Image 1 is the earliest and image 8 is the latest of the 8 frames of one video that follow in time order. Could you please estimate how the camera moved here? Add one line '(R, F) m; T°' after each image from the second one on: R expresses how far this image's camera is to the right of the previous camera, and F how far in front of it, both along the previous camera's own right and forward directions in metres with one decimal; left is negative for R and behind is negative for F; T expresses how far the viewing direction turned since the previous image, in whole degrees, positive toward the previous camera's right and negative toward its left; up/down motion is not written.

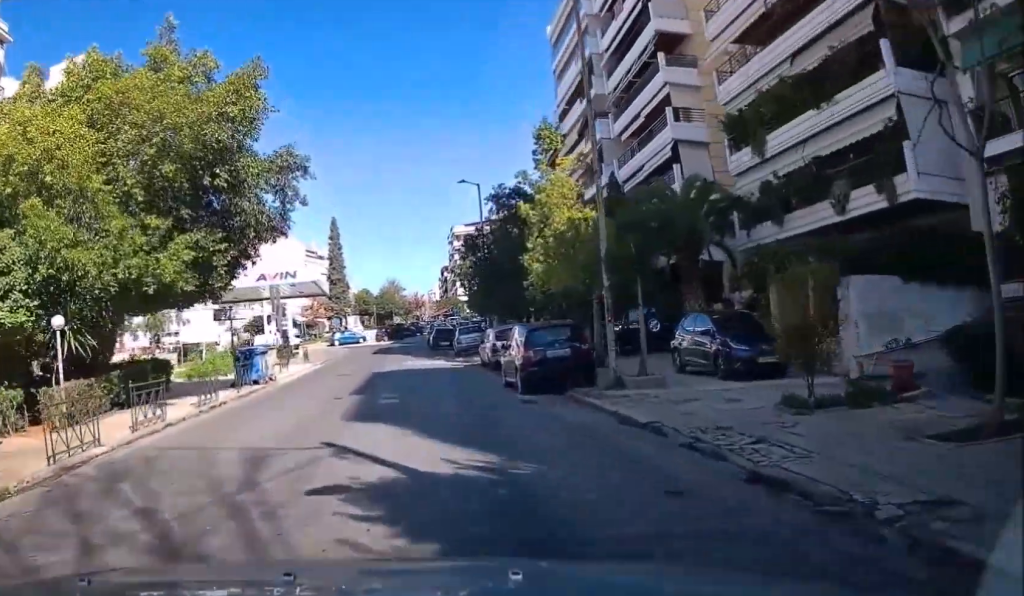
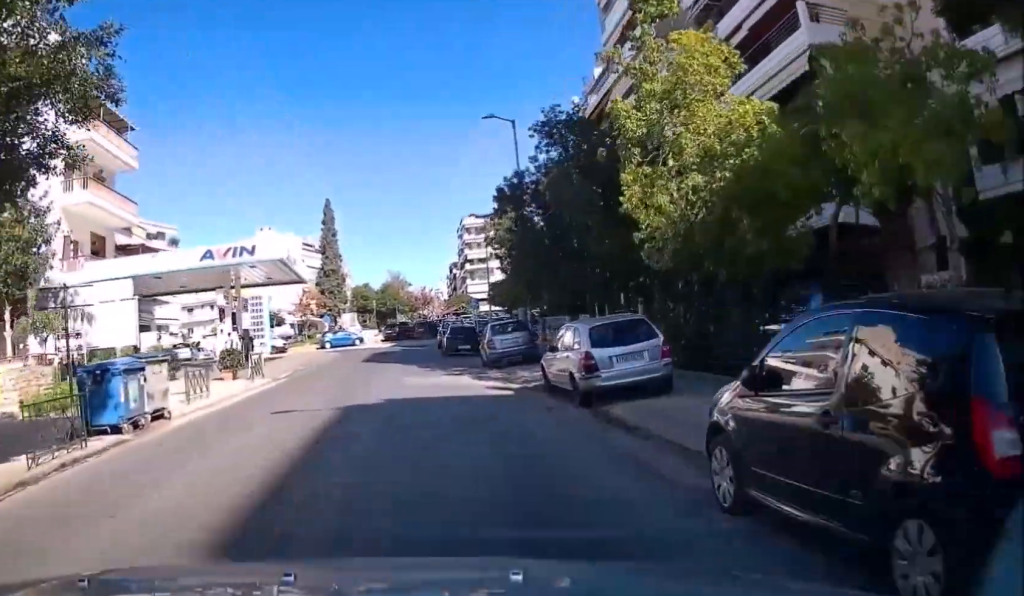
(0.0, +11.8) m; +1°
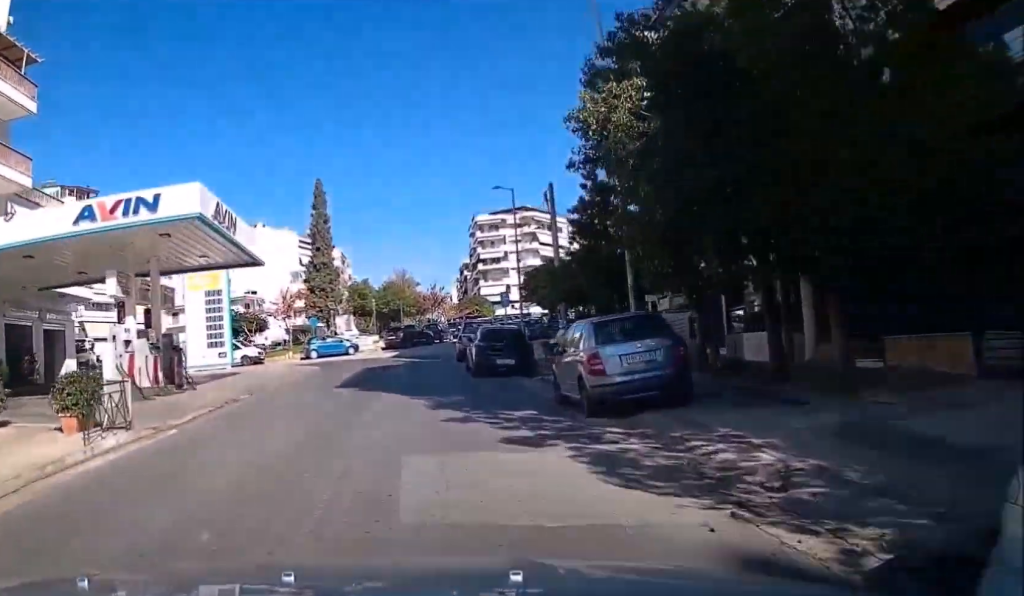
(+0.1, +12.4) m; 0°
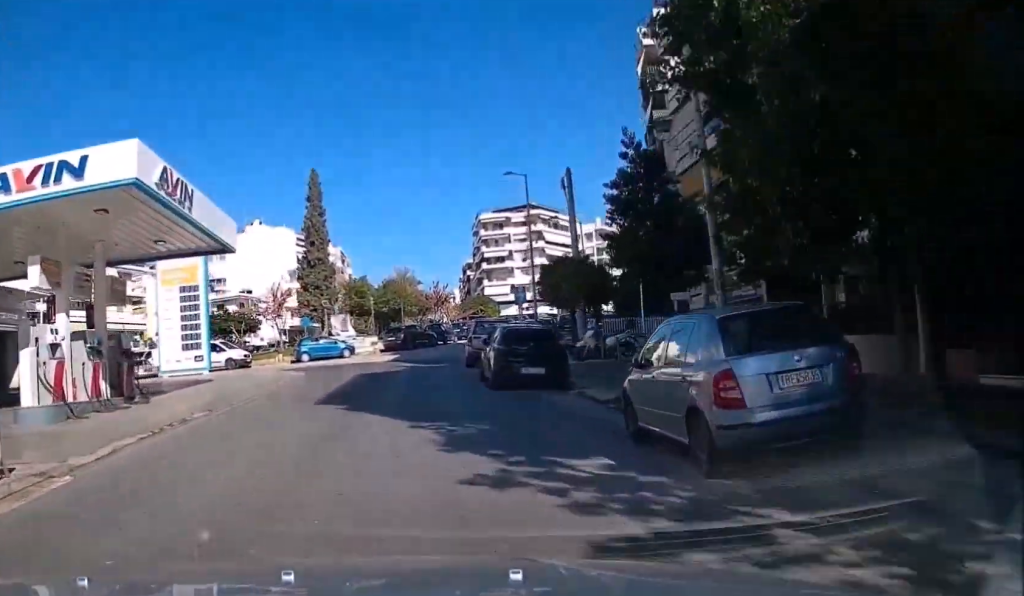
(0.0, +4.4) m; 0°
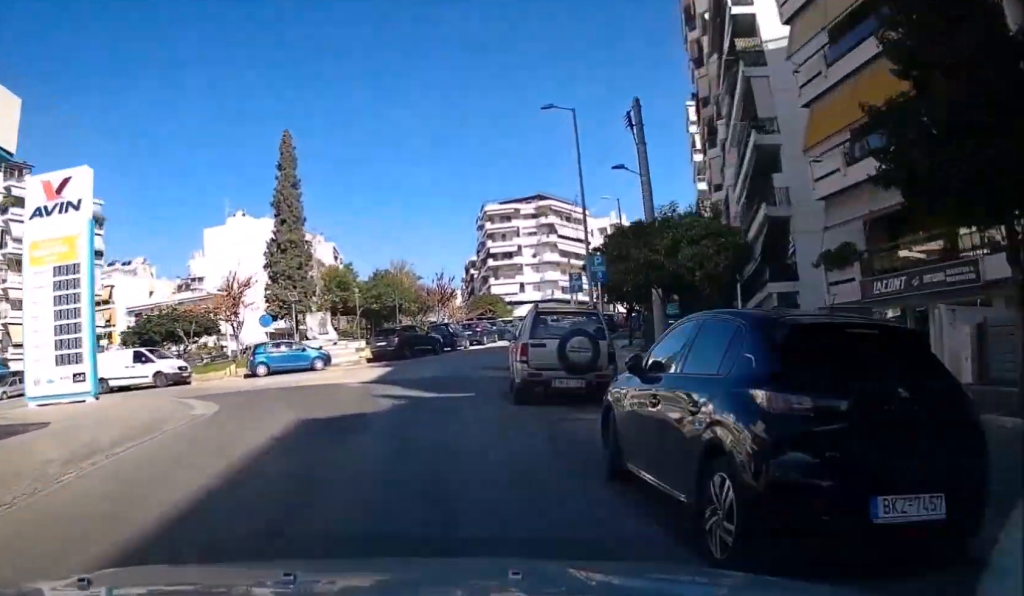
(-0.1, +12.3) m; +1°
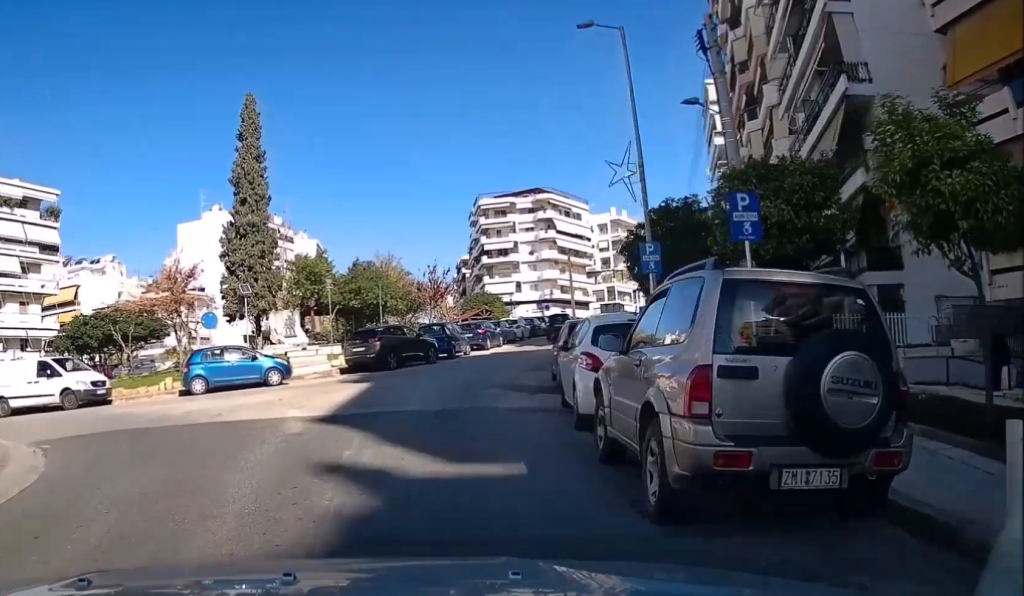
(+0.1, +8.3) m; +2°
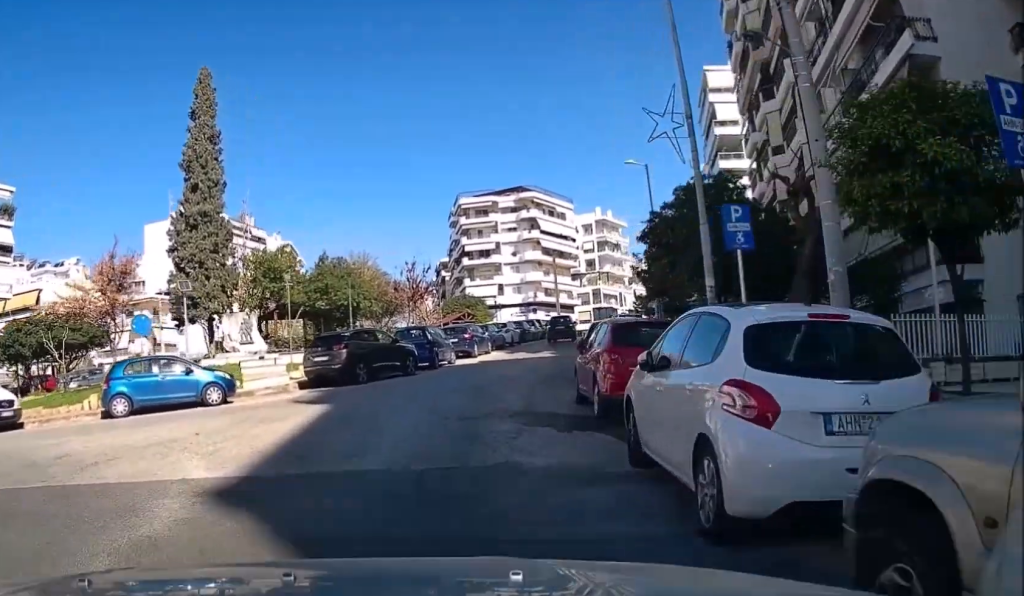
(0.0, +5.0) m; +2°
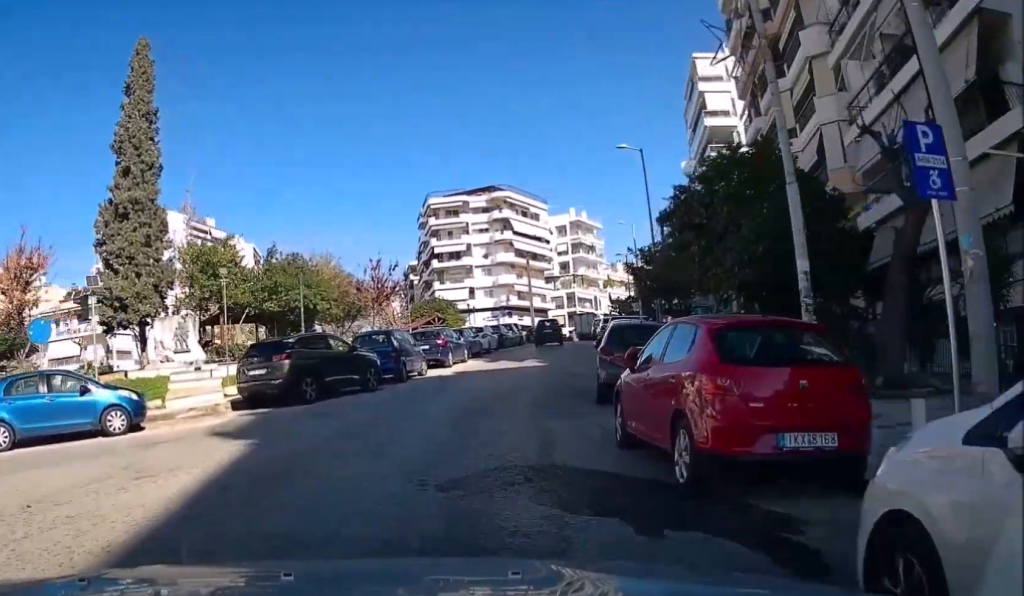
(+0.2, +4.8) m; +3°
